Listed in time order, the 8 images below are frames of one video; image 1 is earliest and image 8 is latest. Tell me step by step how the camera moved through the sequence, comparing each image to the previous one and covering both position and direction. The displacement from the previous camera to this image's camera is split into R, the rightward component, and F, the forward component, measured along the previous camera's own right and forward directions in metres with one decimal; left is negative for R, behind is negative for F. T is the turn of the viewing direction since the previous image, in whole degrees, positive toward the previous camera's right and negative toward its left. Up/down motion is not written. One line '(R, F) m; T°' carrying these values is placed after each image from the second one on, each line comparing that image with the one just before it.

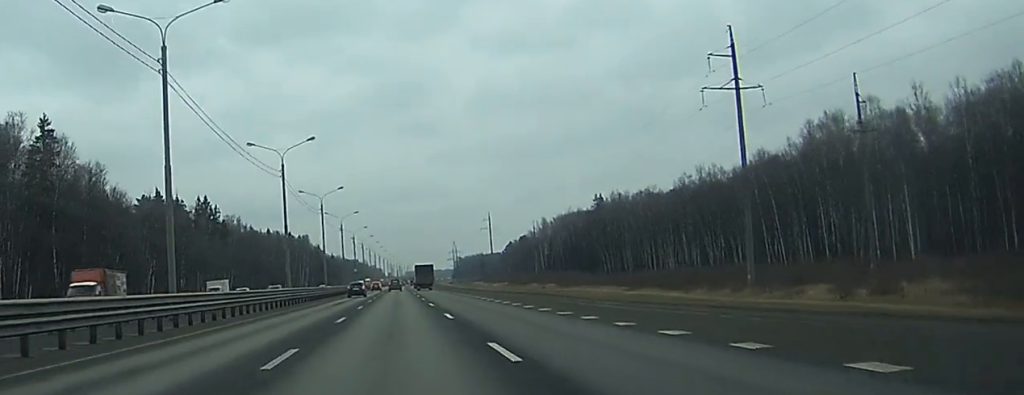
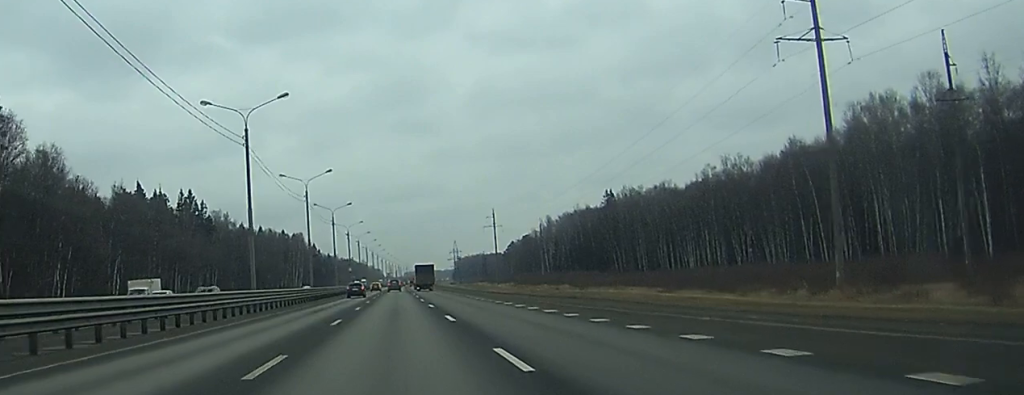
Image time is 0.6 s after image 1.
(0.0, +17.1) m; 0°
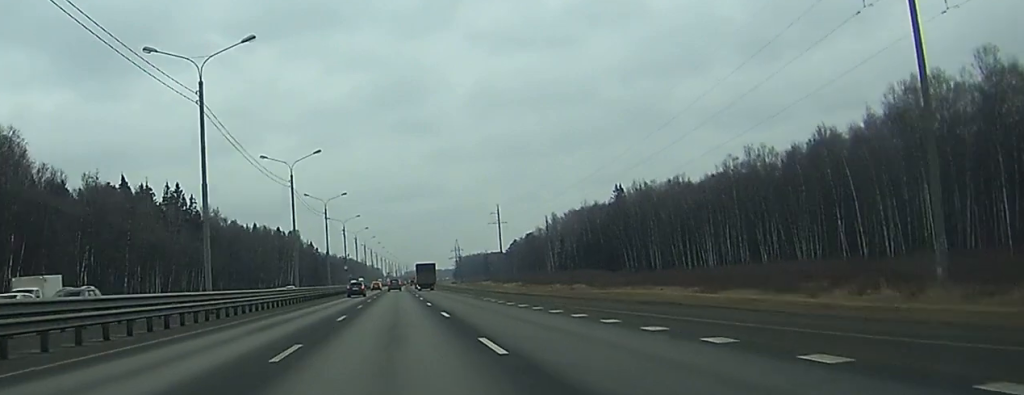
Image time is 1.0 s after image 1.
(0.0, +13.1) m; 0°
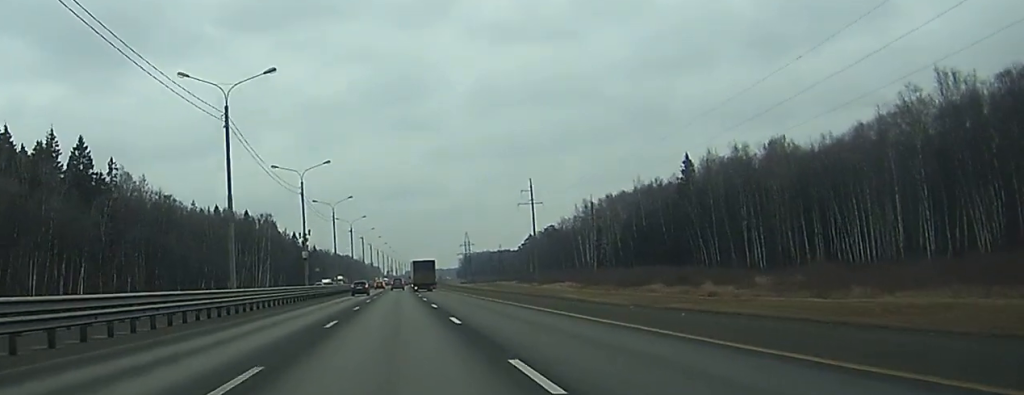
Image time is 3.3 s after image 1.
(+0.2, +68.5) m; 0°
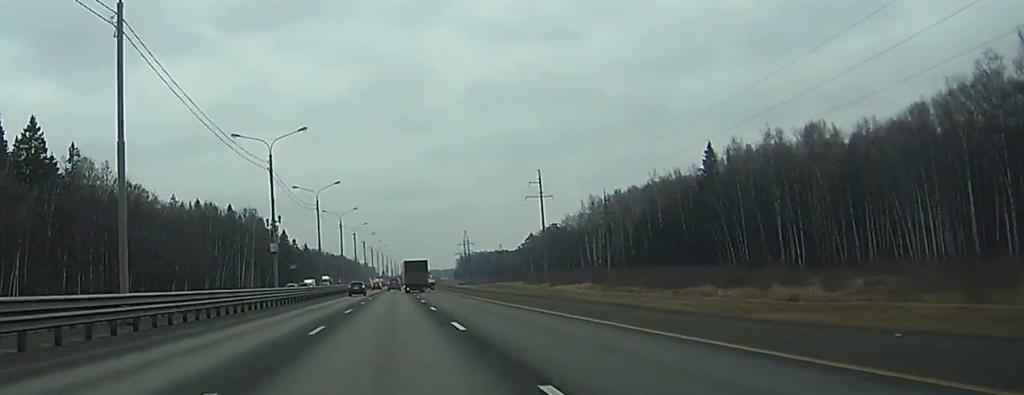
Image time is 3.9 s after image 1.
(0.0, +19.2) m; 0°
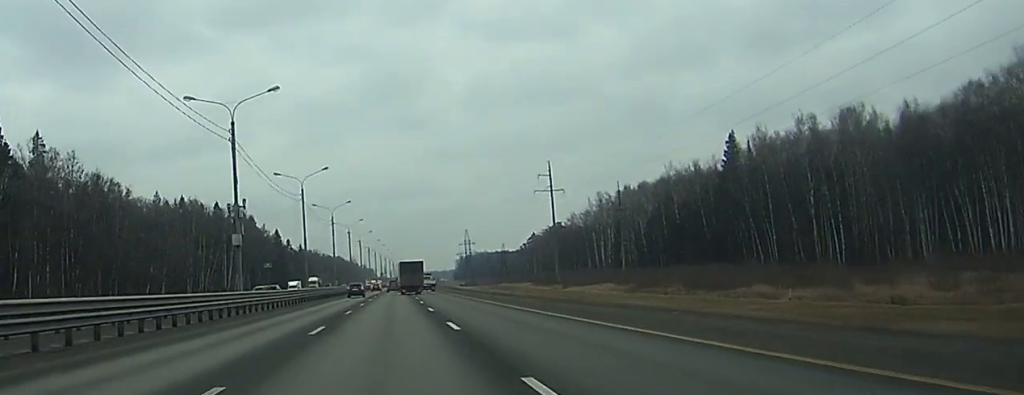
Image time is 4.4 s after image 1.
(0.0, +15.1) m; 0°
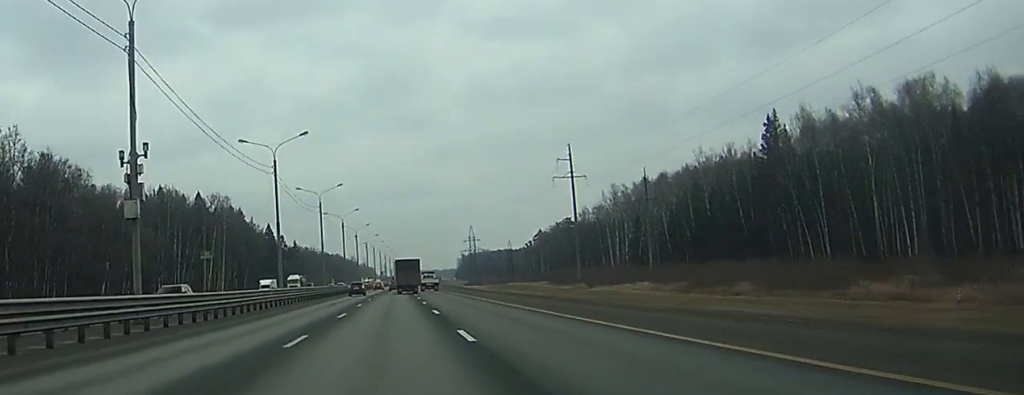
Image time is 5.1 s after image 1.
(0.0, +21.0) m; 0°
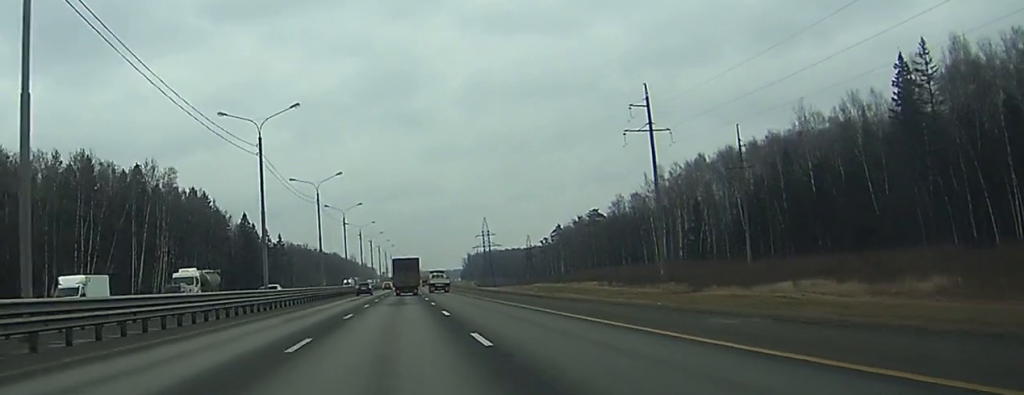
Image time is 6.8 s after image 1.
(0.0, +49.2) m; 0°
